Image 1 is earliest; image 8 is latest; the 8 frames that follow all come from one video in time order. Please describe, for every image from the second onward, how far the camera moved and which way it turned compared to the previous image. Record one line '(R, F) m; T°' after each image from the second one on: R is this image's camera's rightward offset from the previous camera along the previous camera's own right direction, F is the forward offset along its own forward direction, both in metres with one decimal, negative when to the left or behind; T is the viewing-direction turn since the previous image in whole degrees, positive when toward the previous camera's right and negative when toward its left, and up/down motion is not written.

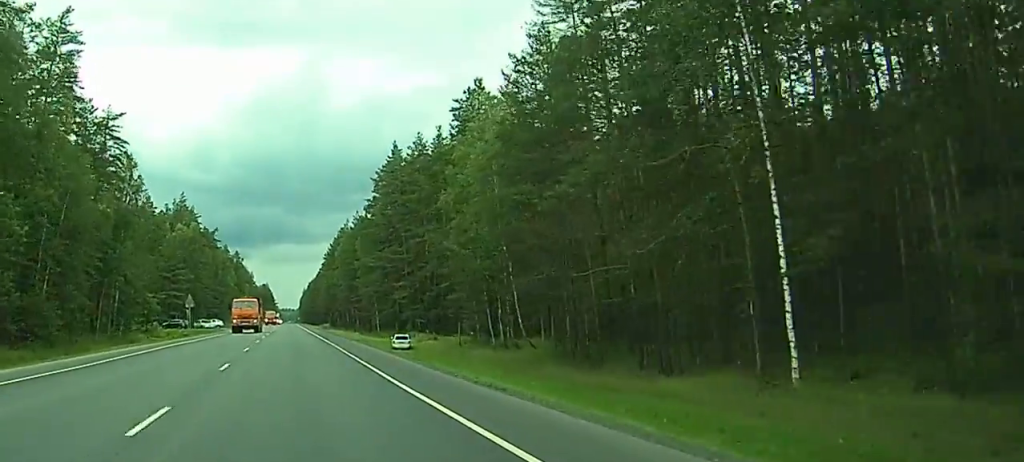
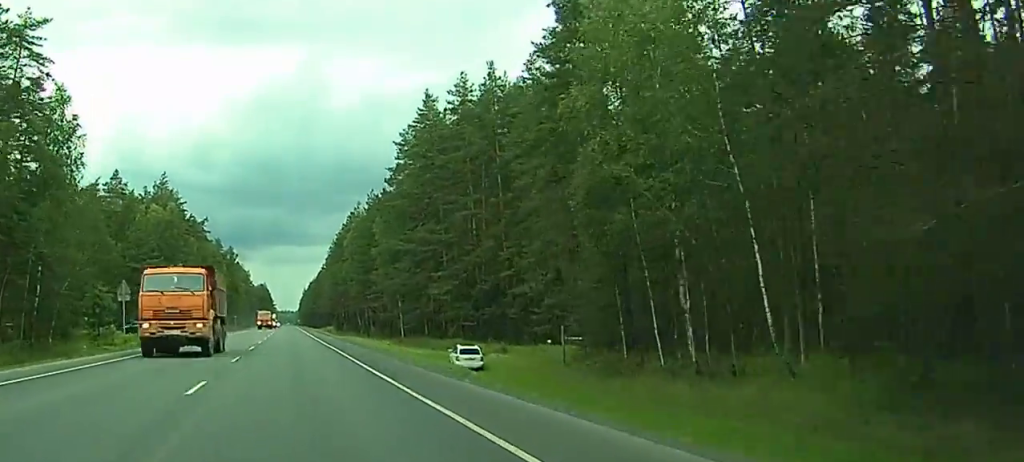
(-0.4, +30.7) m; -1°
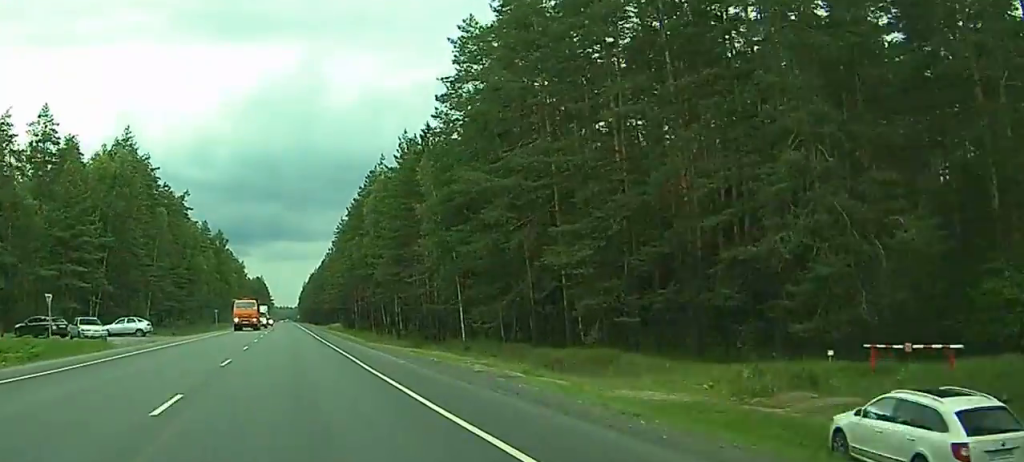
(+0.3, +39.4) m; 0°
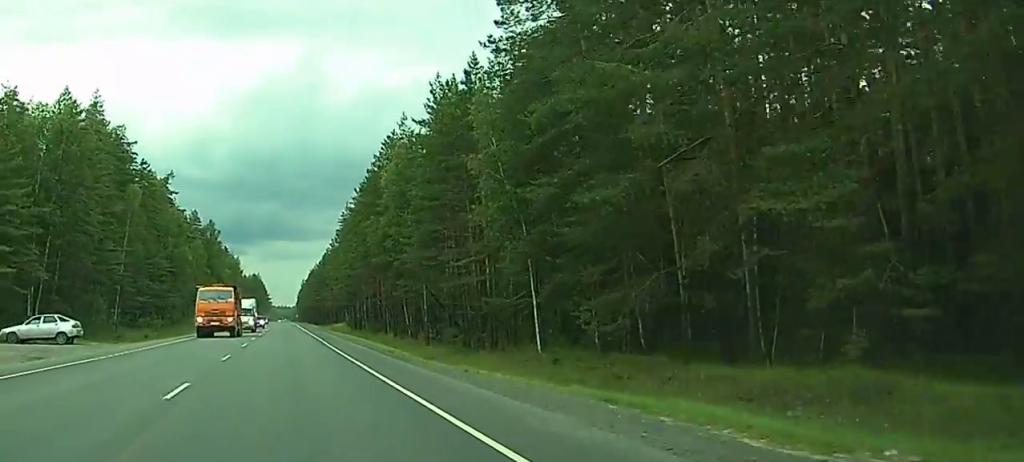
(-0.1, +22.1) m; 0°
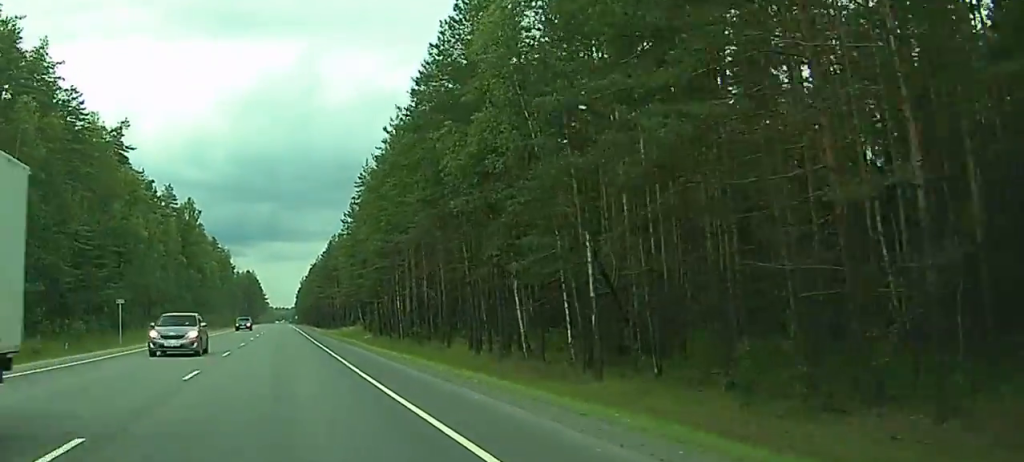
(-0.2, +43.4) m; 0°
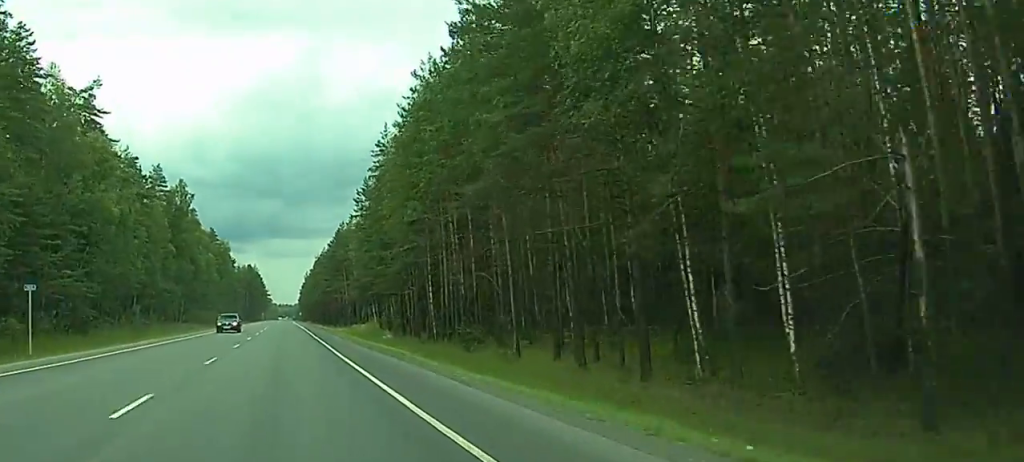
(0.0, +19.3) m; +1°
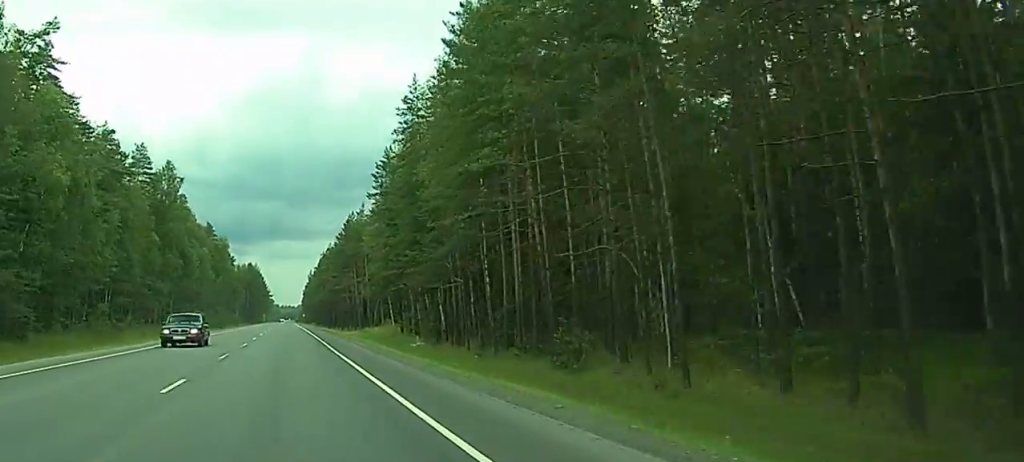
(+0.1, +20.2) m; 0°
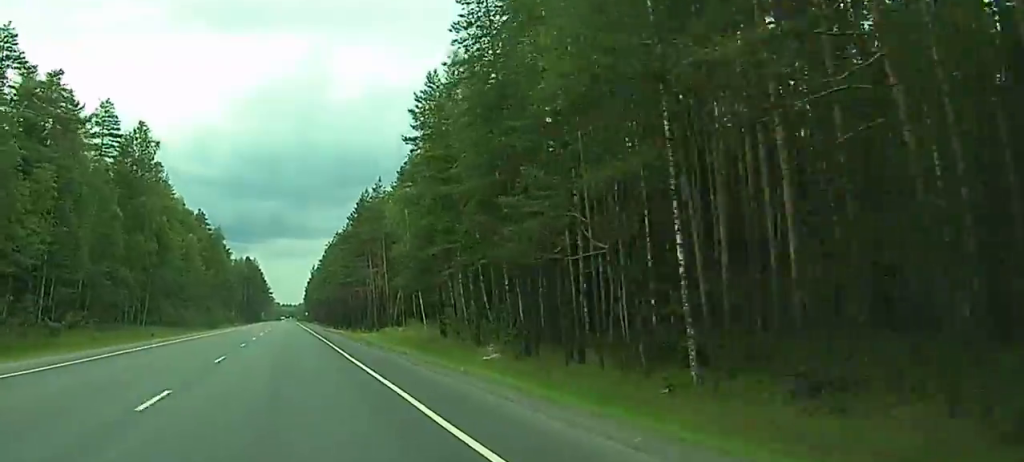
(+0.2, +26.9) m; 0°
